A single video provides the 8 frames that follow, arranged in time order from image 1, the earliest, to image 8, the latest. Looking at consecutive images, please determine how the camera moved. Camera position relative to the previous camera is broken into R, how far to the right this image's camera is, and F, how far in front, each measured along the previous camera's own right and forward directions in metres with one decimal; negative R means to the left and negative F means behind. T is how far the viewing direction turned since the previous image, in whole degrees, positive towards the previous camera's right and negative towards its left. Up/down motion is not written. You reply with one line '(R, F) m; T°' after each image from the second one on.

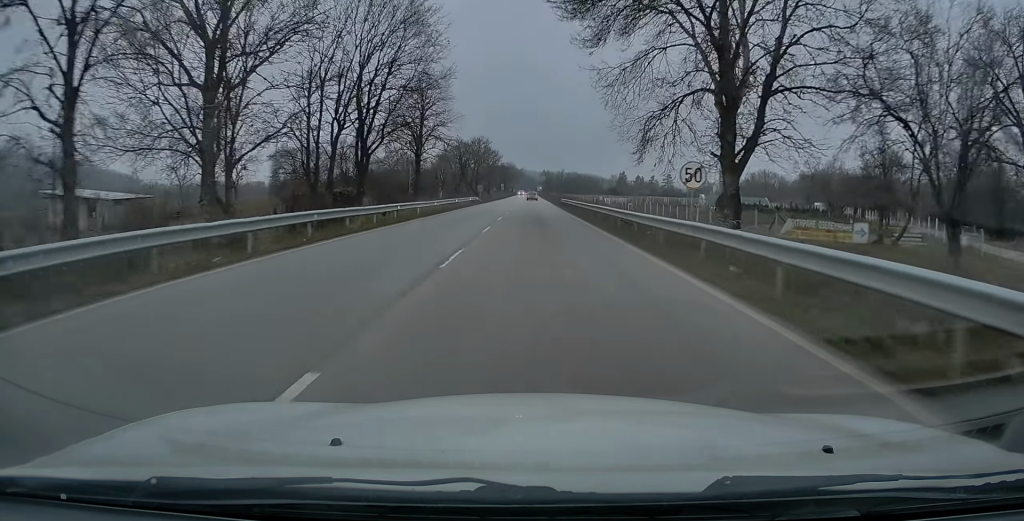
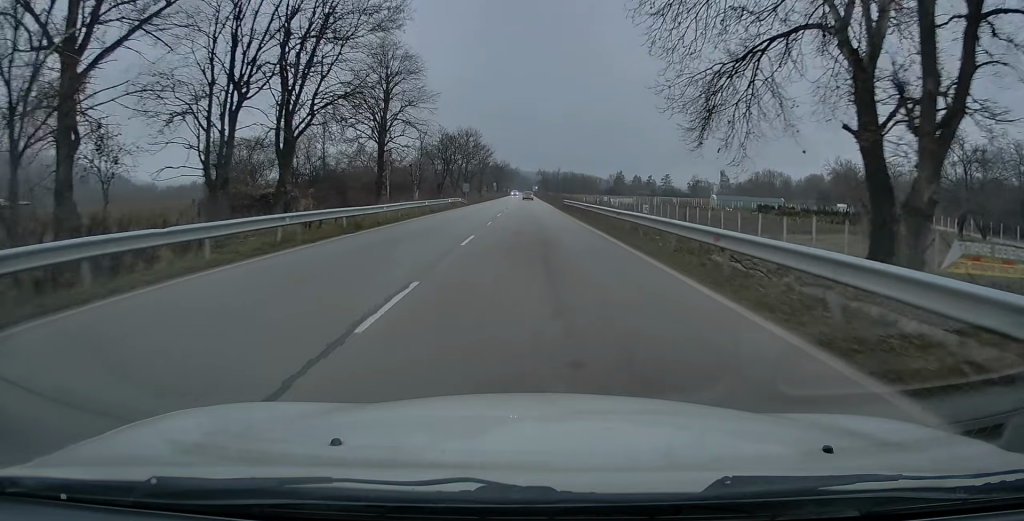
(0.0, +13.8) m; 0°
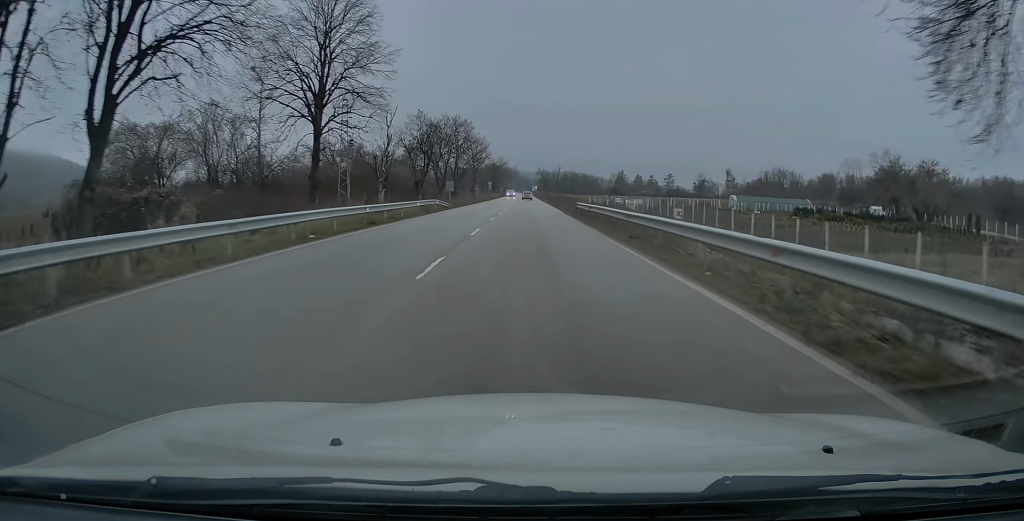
(0.0, +14.7) m; 0°
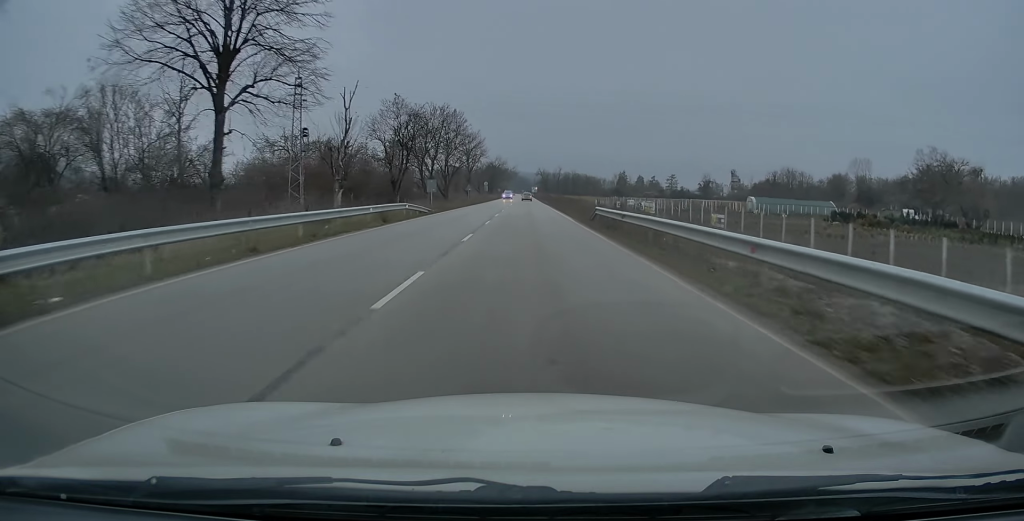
(0.0, +11.1) m; 0°
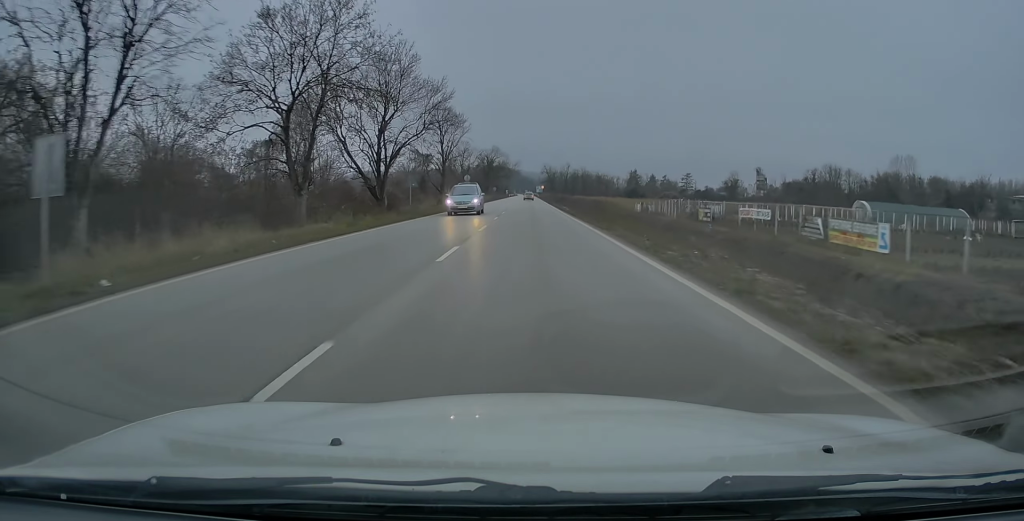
(-0.2, +40.9) m; -1°
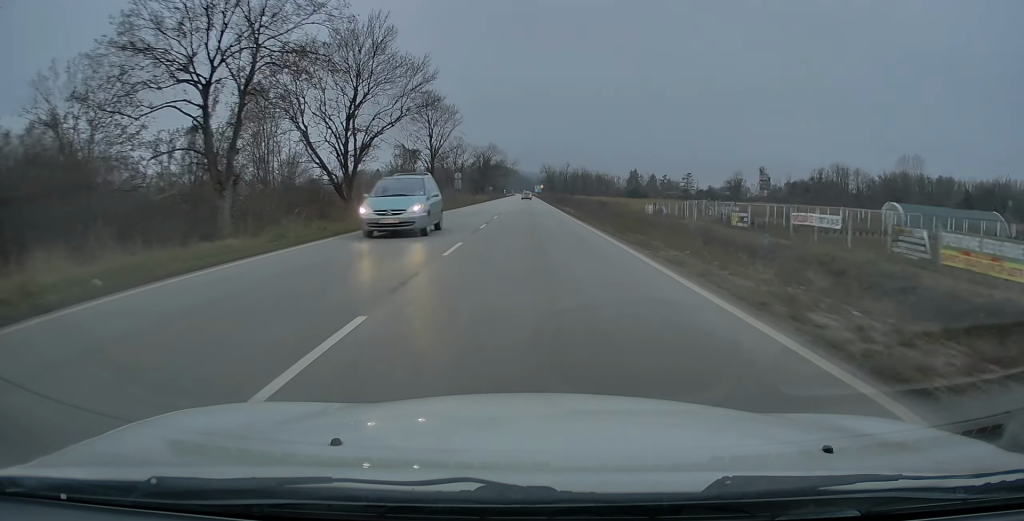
(0.0, +8.0) m; 0°
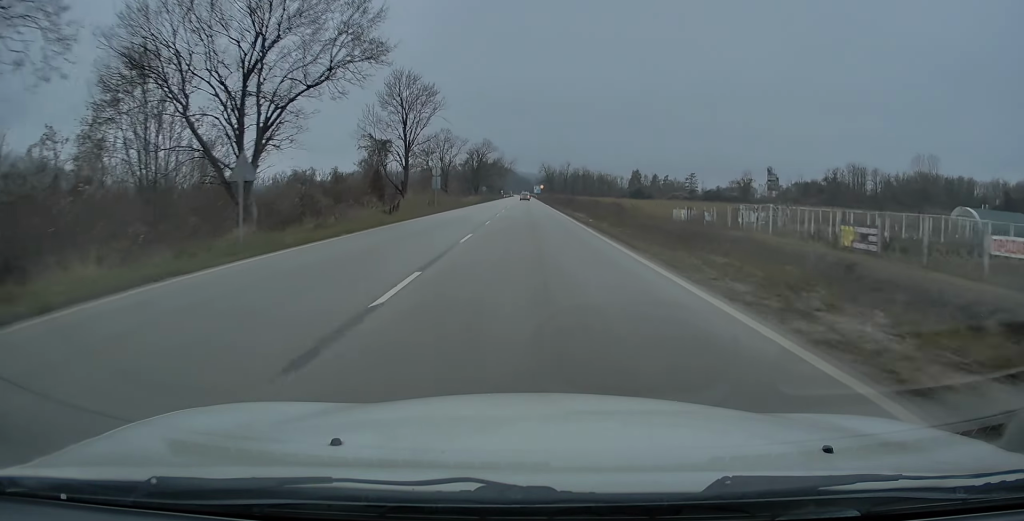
(0.0, +14.5) m; 0°
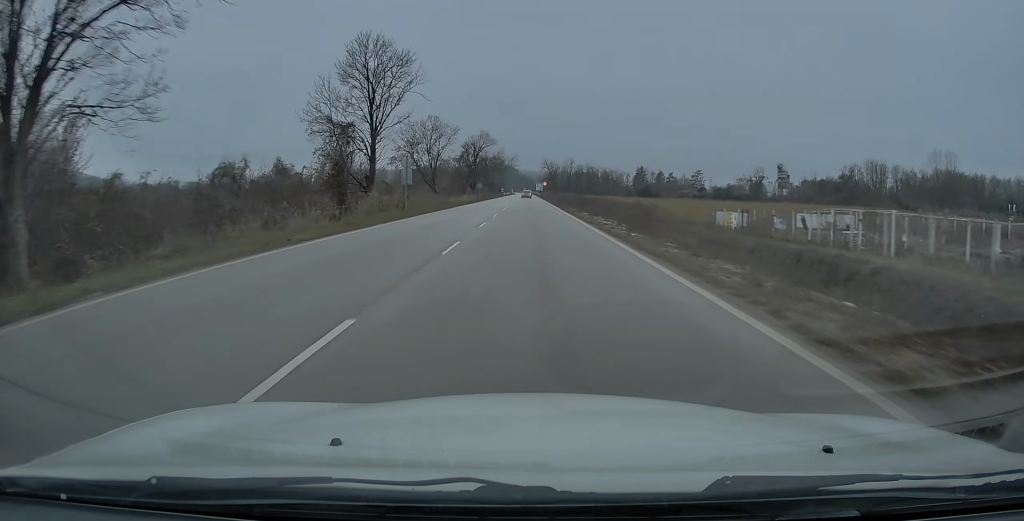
(0.0, +12.8) m; 0°
